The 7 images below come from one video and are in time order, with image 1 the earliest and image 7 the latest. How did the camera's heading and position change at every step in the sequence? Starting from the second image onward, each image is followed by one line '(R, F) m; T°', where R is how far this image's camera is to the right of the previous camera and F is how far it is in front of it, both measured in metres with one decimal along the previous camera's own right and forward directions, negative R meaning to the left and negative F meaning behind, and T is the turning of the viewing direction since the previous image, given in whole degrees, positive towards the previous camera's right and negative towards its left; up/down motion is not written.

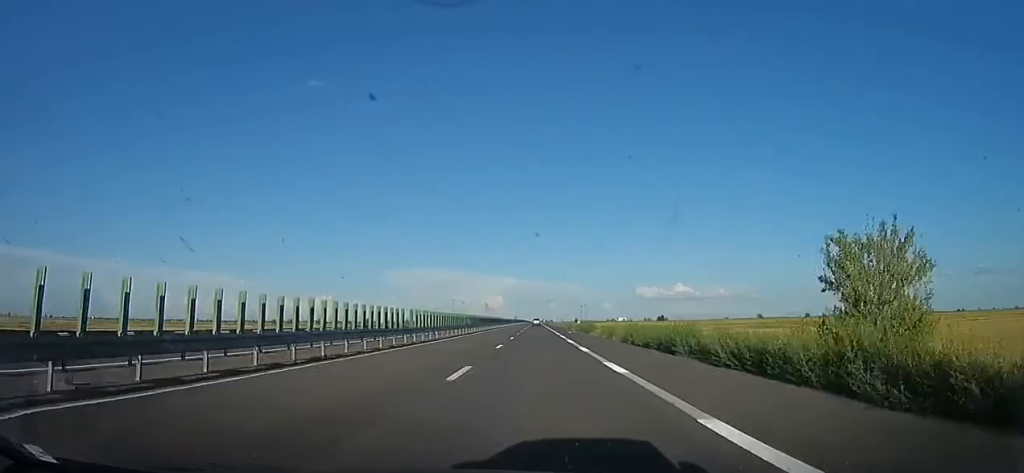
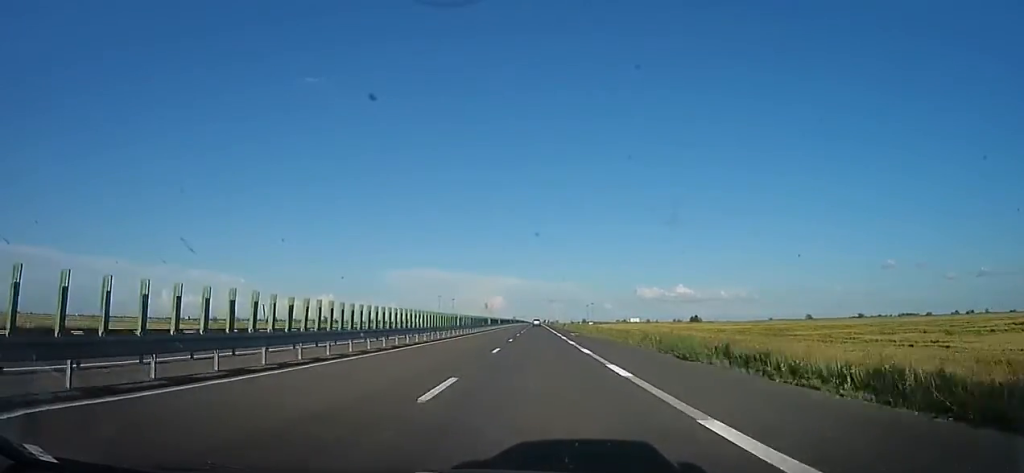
(+0.2, +64.1) m; 0°
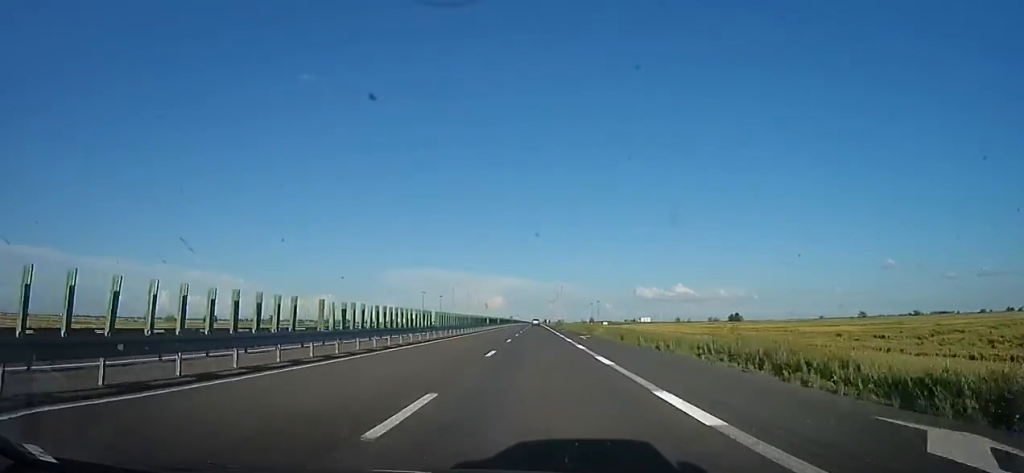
(+1.0, +51.4) m; 0°
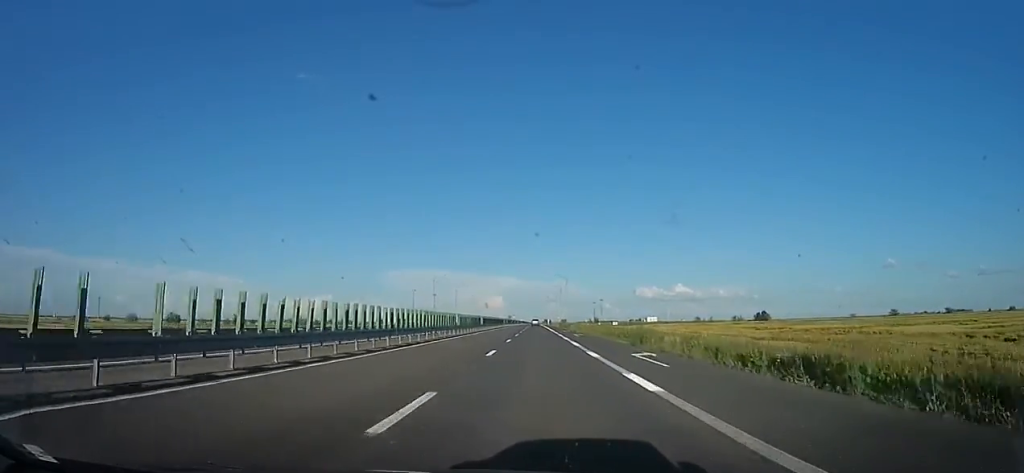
(-1.0, +24.1) m; 0°
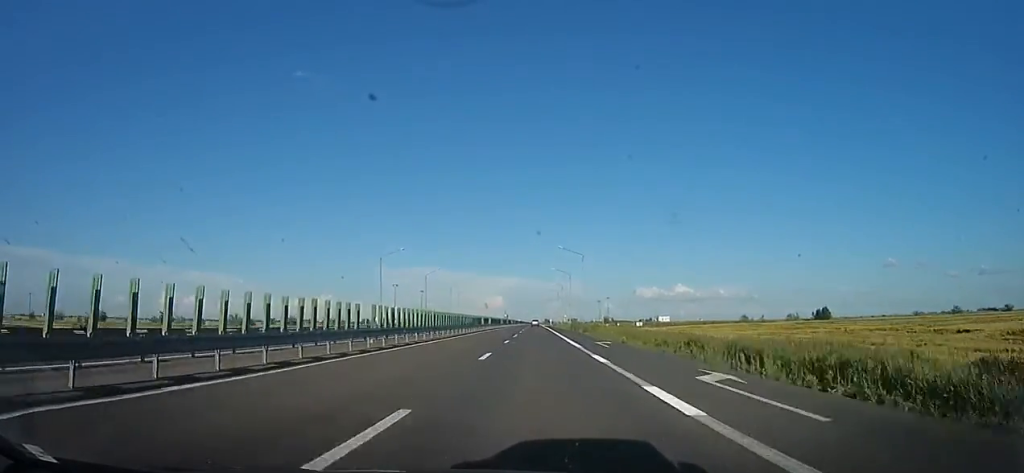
(+0.6, +38.3) m; 0°
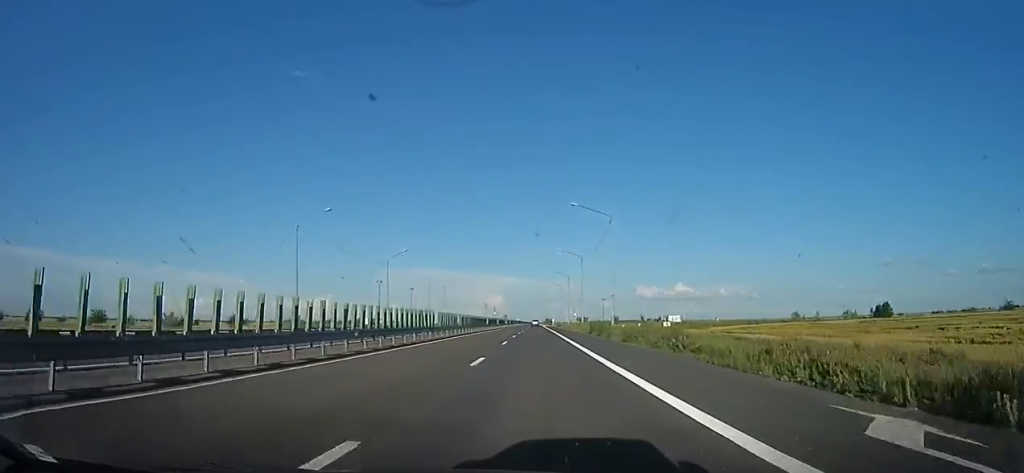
(-0.2, +26.2) m; 0°
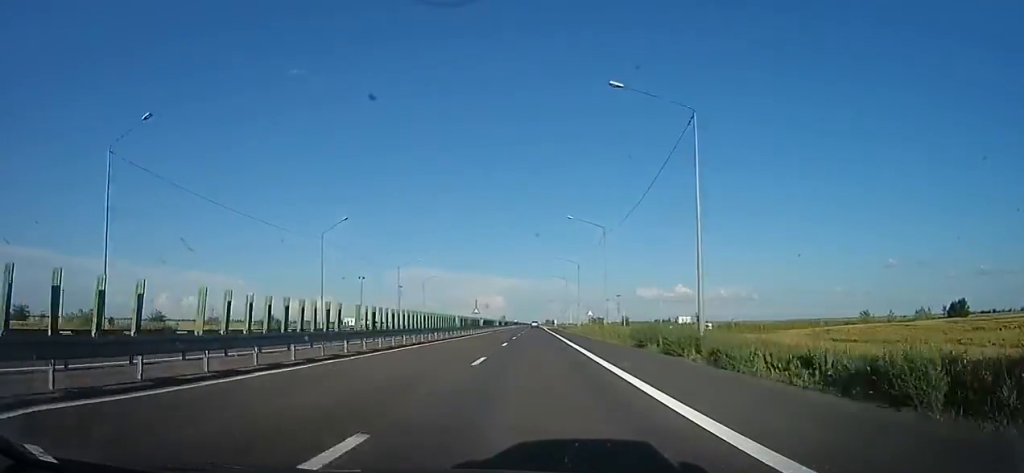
(-0.4, +24.3) m; 0°
